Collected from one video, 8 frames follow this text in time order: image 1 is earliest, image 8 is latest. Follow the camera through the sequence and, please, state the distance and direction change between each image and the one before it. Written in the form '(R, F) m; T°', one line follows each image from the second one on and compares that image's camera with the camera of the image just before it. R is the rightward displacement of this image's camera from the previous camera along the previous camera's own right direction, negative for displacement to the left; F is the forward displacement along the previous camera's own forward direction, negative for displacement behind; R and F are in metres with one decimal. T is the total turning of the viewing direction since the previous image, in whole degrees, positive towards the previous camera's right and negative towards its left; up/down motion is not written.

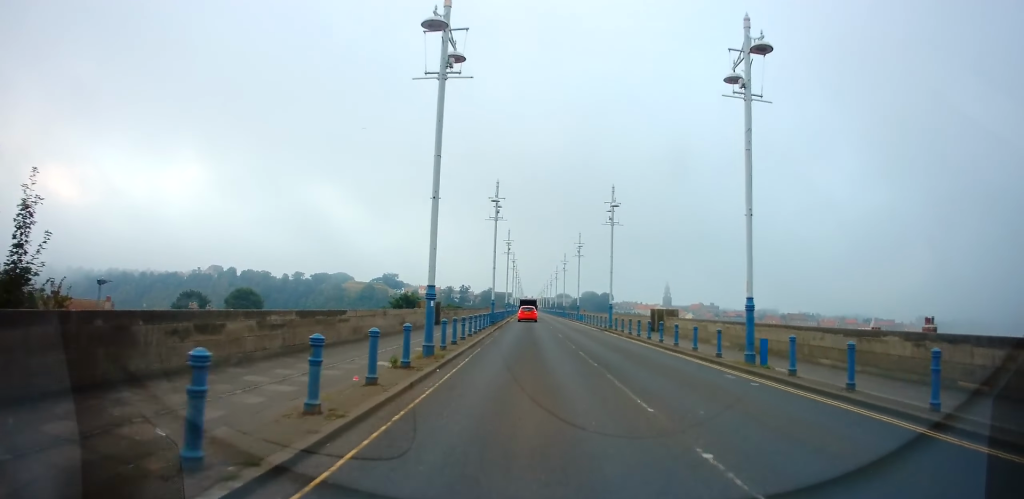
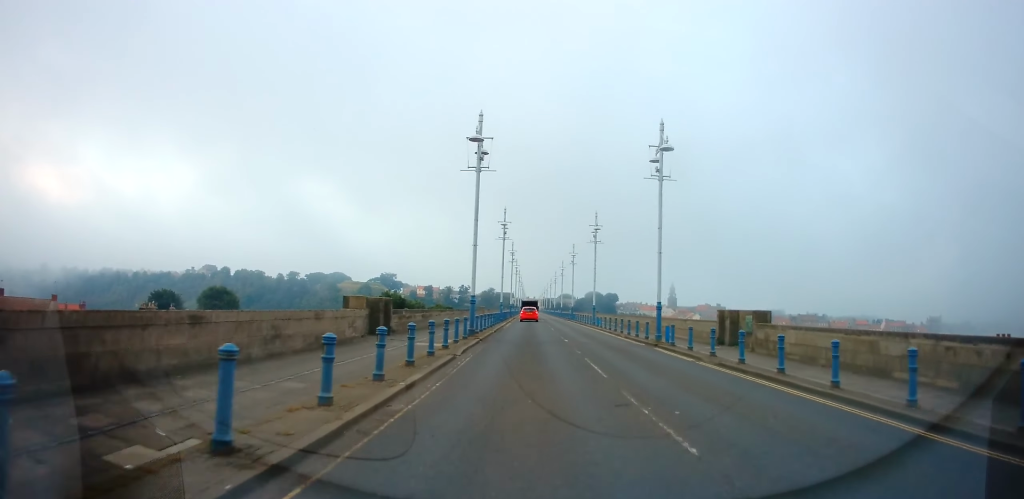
(-0.2, +14.1) m; +1°
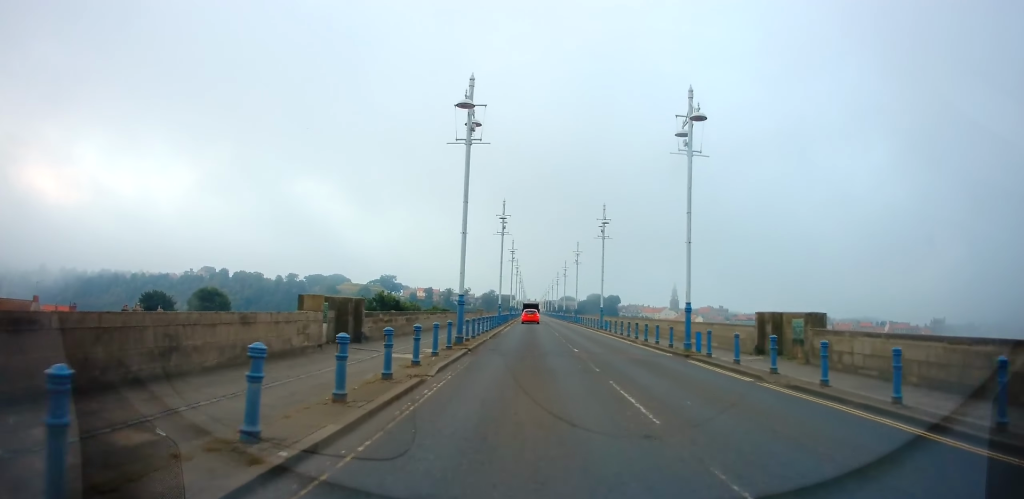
(+0.2, +4.3) m; 0°
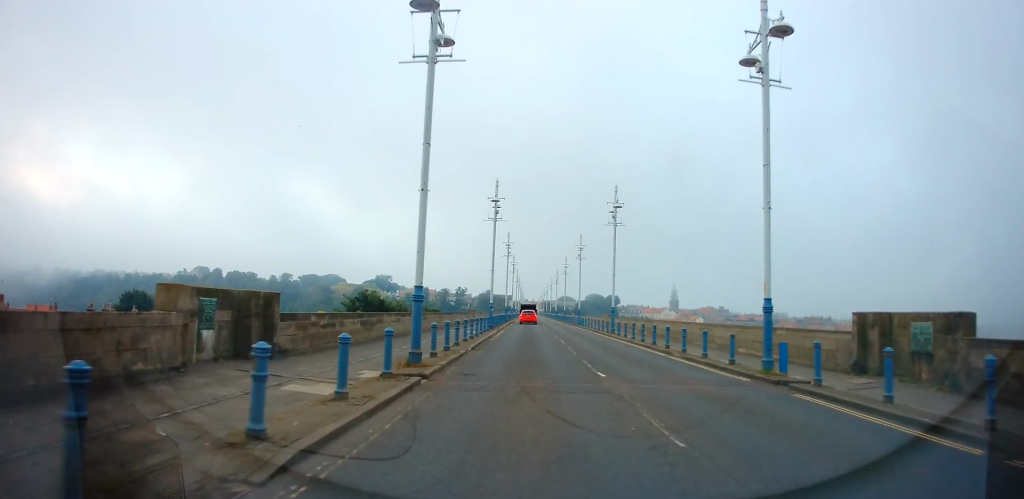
(+0.1, +6.9) m; 0°
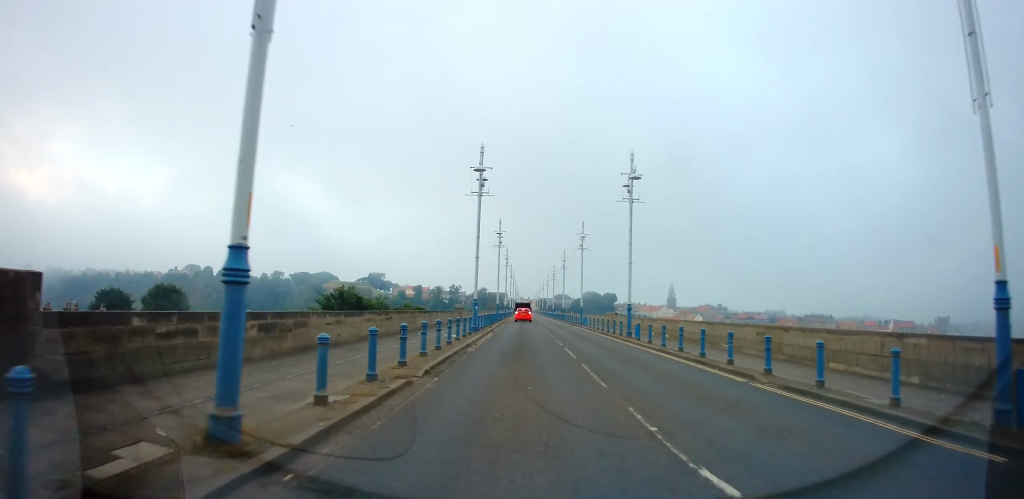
(-0.1, +7.5) m; -2°
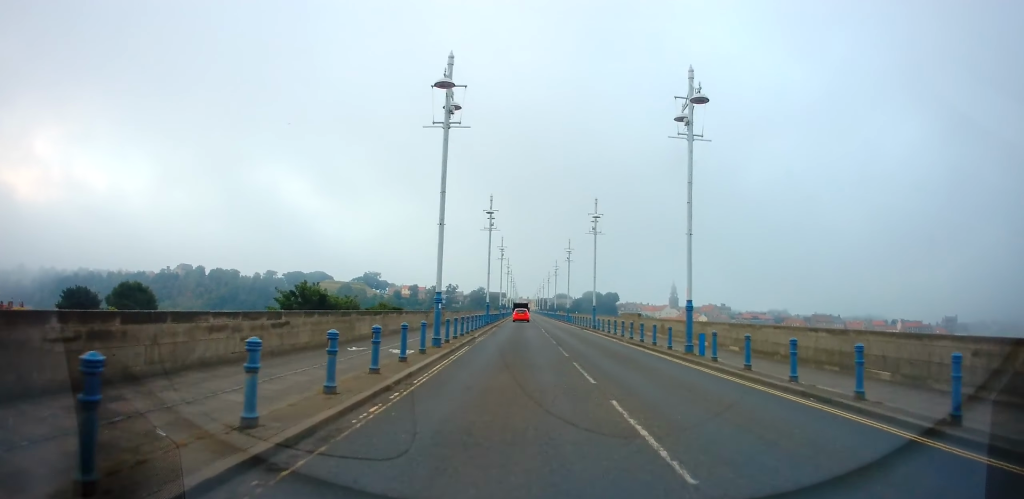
(-0.2, +11.4) m; 0°
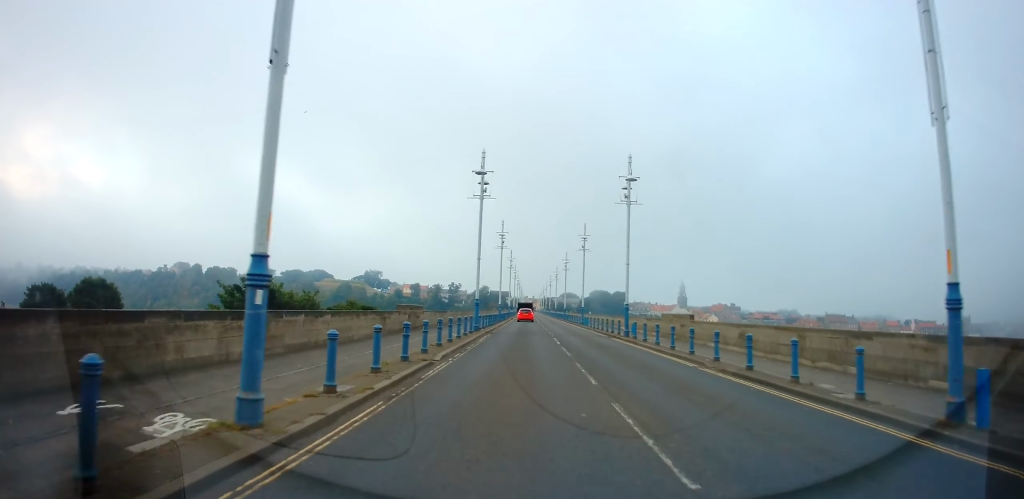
(+0.1, +12.5) m; +2°
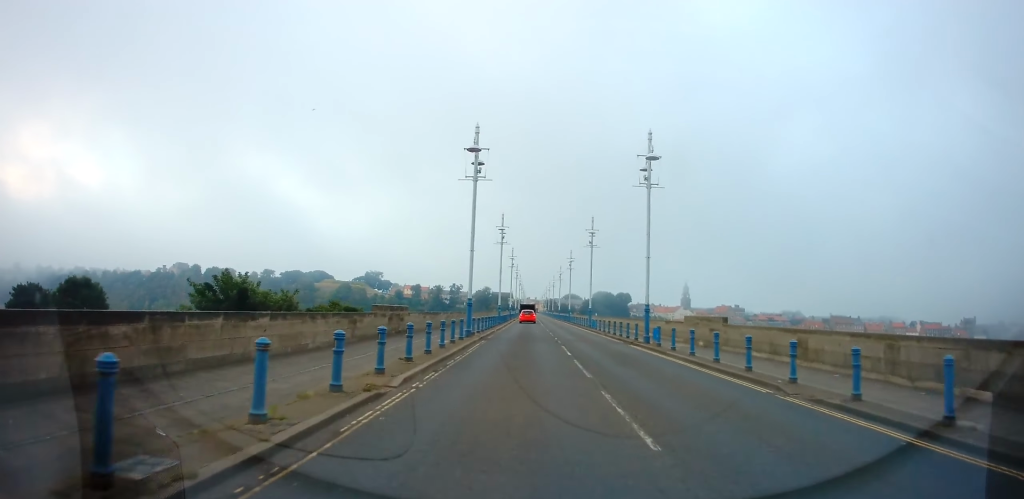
(+0.1, +4.7) m; 0°
